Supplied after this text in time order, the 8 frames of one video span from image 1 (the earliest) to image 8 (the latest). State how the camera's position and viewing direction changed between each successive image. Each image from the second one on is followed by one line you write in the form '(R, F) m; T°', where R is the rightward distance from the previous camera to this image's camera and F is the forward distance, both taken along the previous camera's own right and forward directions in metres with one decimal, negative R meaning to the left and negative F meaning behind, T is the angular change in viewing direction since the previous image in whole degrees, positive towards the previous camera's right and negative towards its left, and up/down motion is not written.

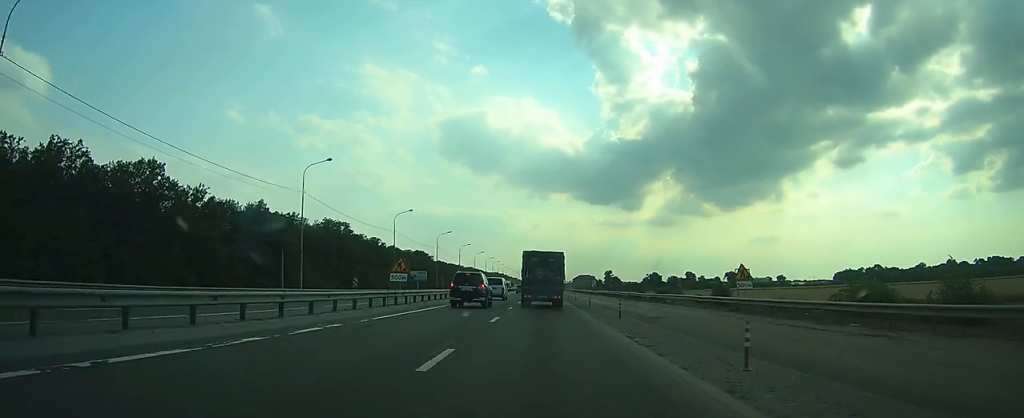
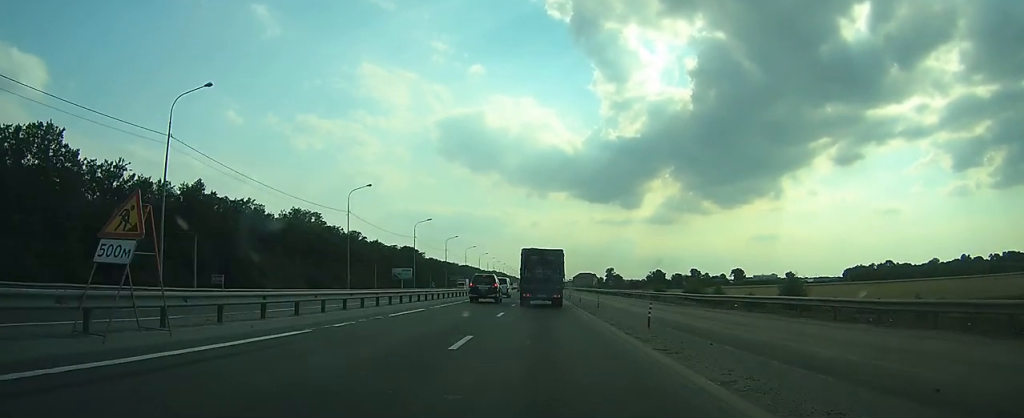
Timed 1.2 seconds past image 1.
(0.0, +20.8) m; 0°
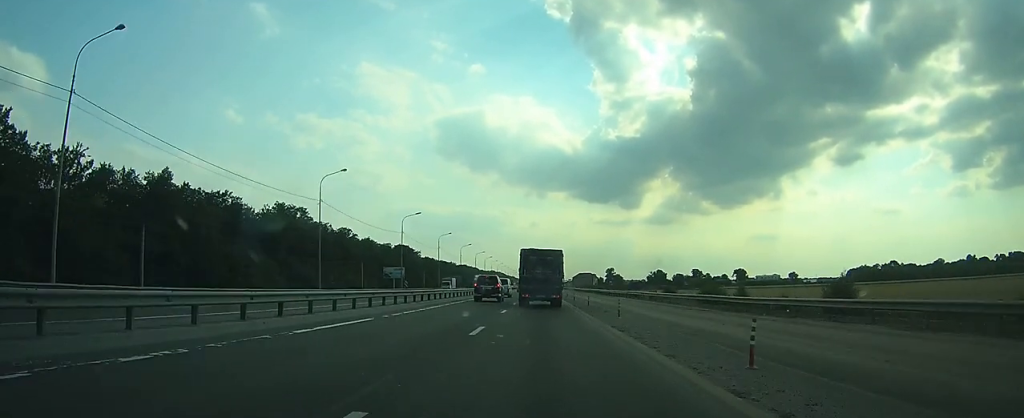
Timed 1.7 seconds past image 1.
(0.0, +8.6) m; 0°
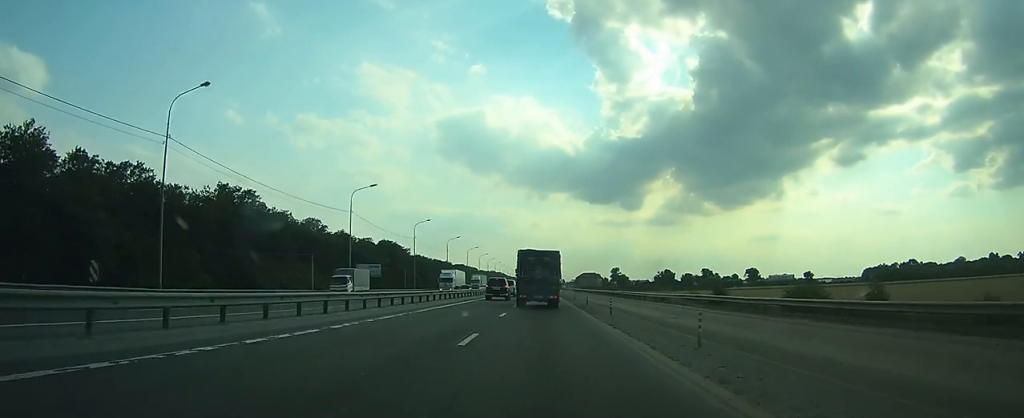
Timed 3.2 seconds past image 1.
(0.0, +26.4) m; 0°
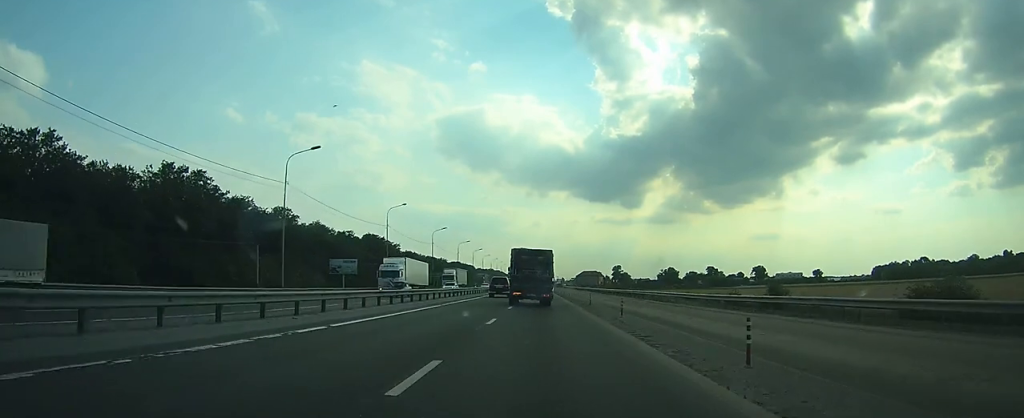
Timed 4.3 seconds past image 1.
(0.0, +17.6) m; 0°
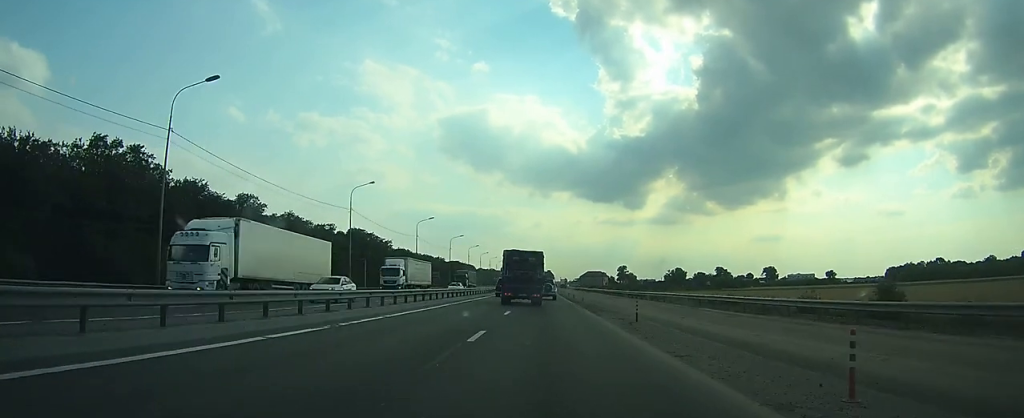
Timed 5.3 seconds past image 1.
(0.0, +17.6) m; 0°
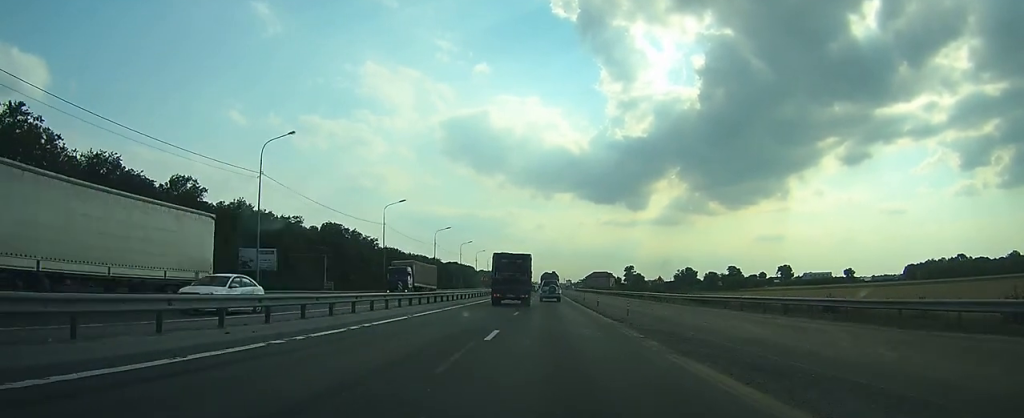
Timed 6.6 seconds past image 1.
(+0.1, +22.7) m; 0°
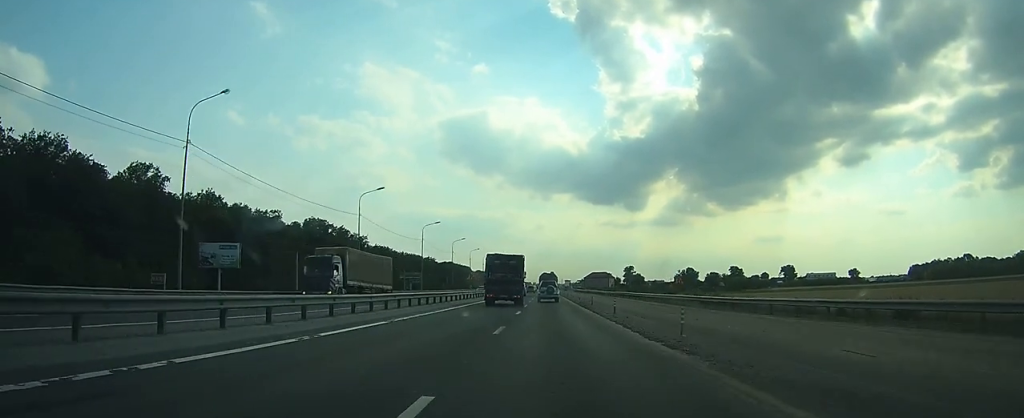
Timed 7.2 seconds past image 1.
(0.0, +9.7) m; 0°
